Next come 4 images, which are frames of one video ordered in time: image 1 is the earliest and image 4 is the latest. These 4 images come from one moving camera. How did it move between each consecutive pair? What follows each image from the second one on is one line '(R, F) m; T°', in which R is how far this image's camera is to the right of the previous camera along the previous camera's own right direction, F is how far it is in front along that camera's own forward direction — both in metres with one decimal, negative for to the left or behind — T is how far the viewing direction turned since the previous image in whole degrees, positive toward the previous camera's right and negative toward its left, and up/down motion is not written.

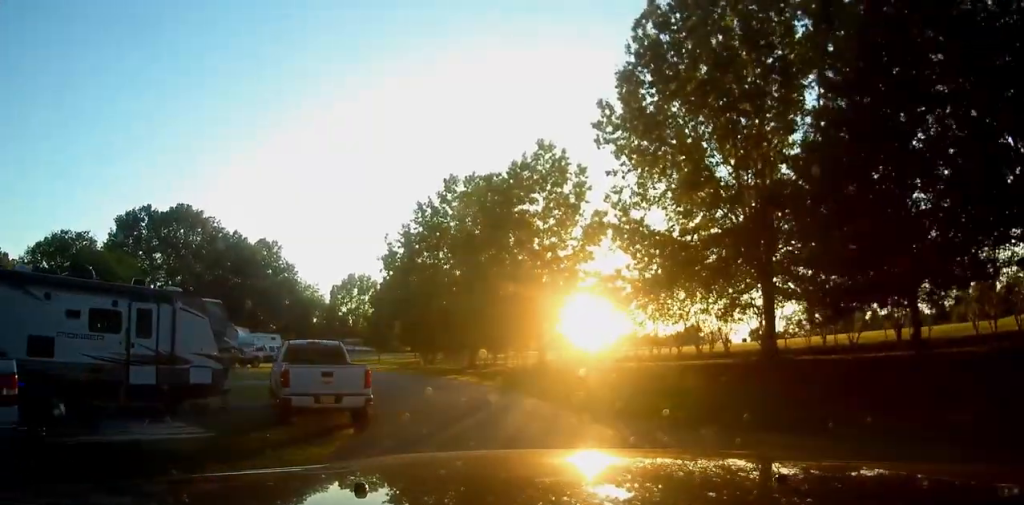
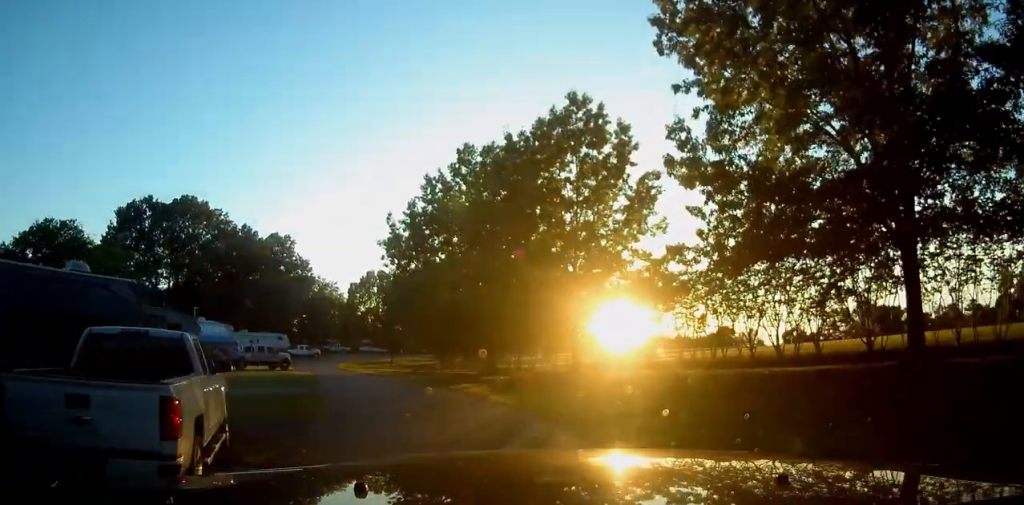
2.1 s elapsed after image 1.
(-0.2, +7.3) m; -6°
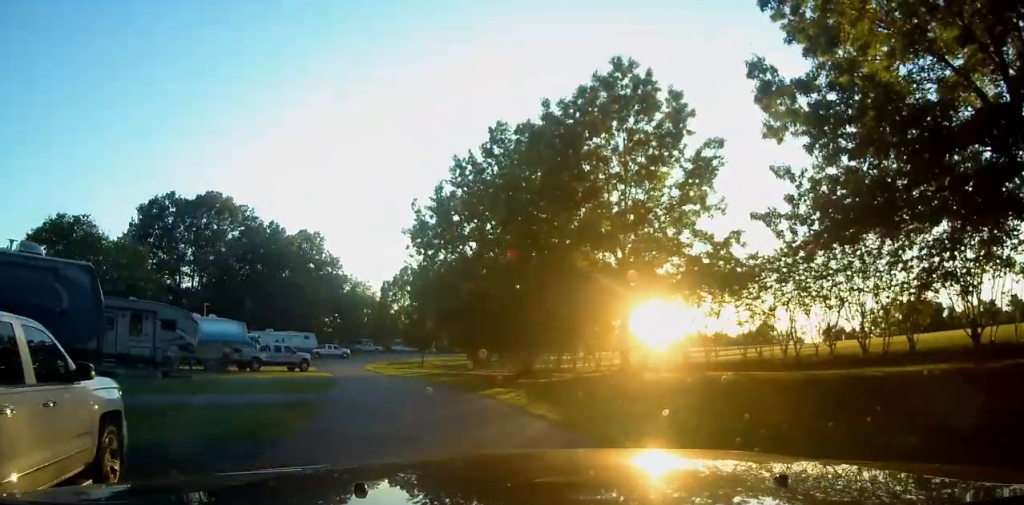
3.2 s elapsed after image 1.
(-0.2, +3.7) m; -5°
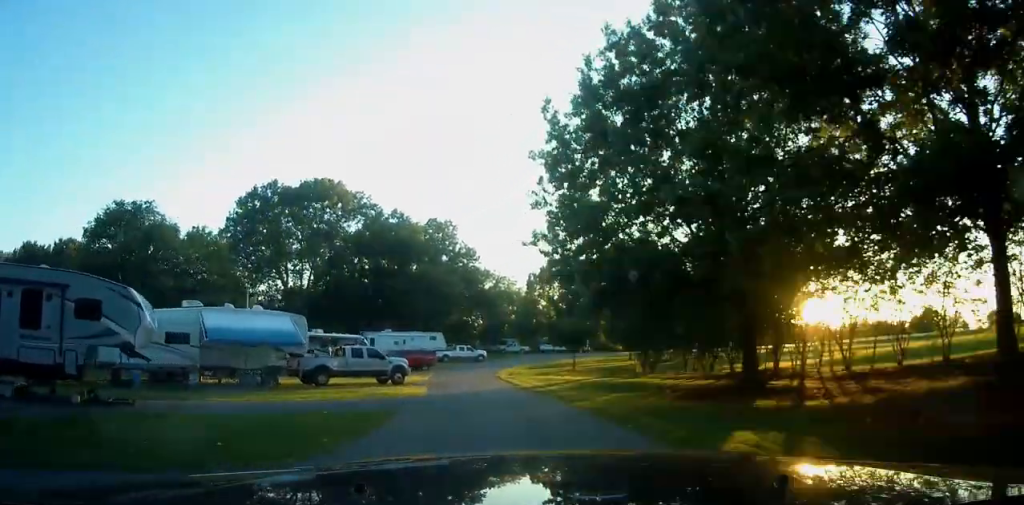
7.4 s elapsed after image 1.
(-0.8, +14.1) m; -10°
